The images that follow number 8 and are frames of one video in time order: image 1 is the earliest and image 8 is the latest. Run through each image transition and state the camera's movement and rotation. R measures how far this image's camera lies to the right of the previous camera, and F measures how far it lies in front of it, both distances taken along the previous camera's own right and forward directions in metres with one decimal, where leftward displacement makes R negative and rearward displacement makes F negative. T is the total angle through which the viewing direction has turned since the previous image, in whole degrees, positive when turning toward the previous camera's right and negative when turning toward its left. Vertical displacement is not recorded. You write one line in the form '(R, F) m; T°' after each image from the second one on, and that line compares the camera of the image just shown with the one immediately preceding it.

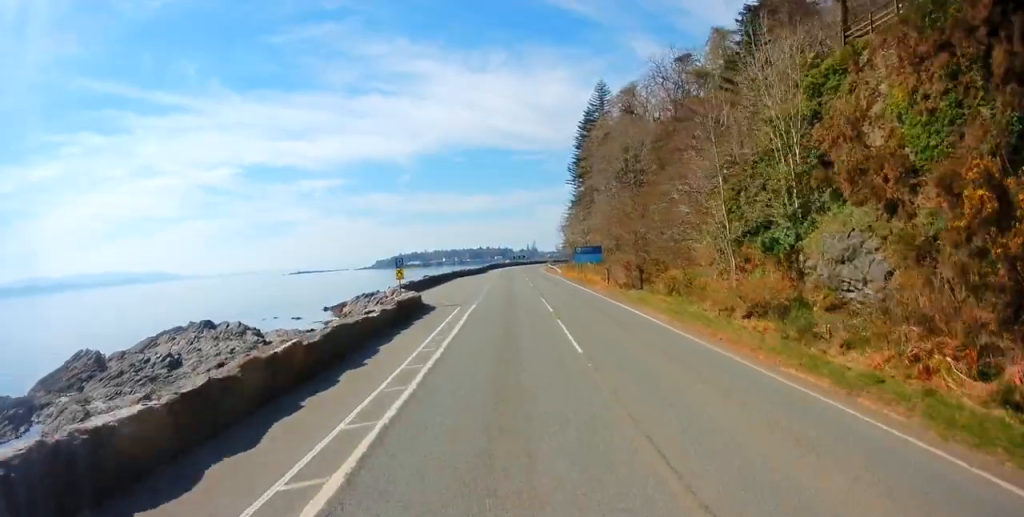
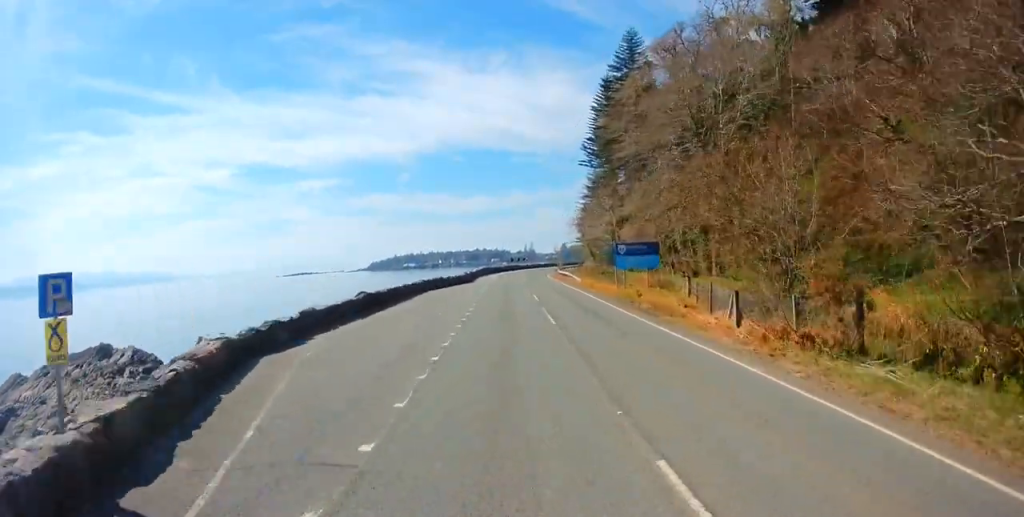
(+2.8, +19.5) m; +5°
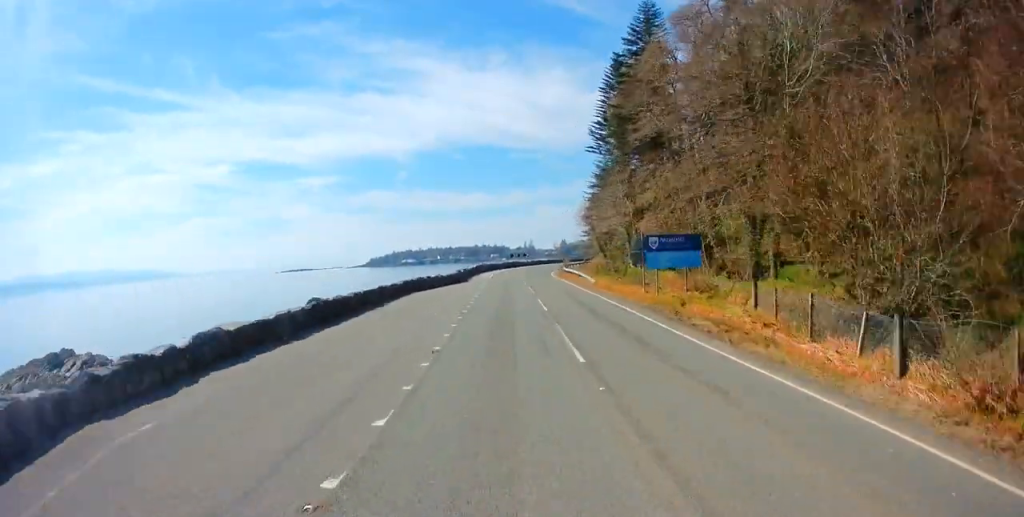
(-0.6, +7.0) m; -2°
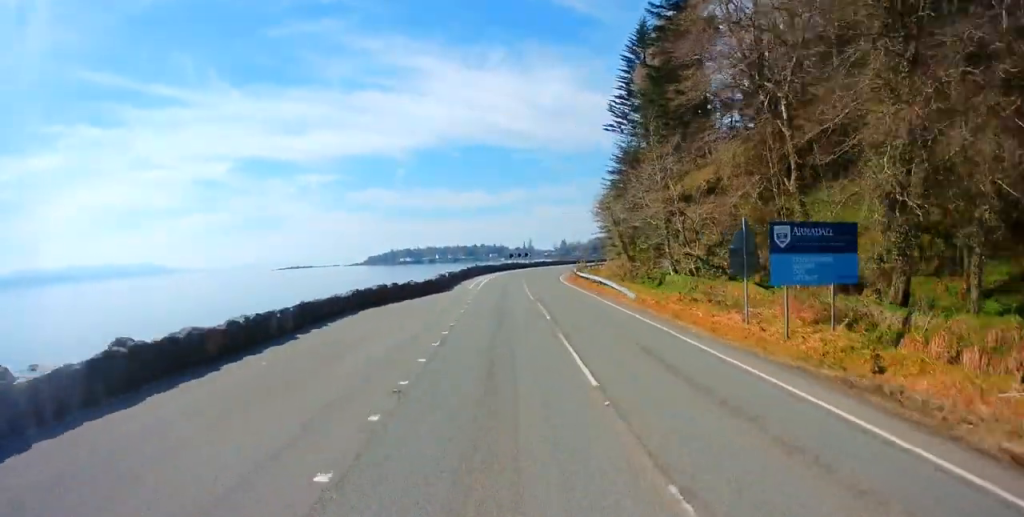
(-0.5, +12.0) m; -3°
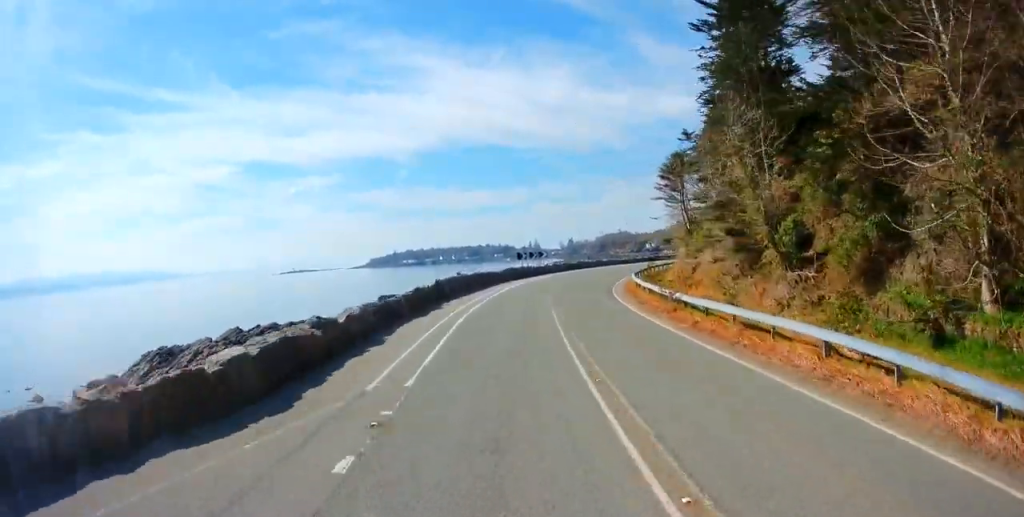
(-0.2, +26.0) m; 0°
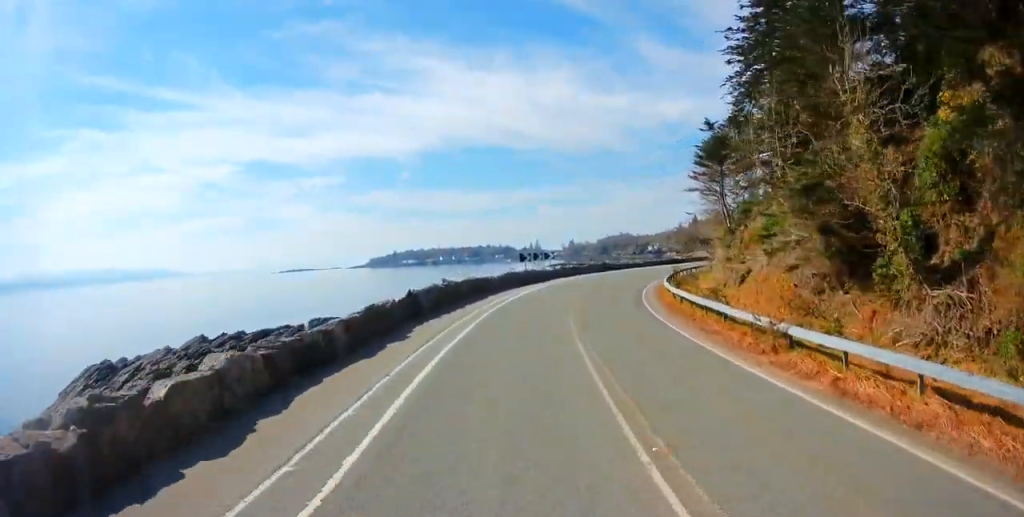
(-0.1, +8.0) m; 0°
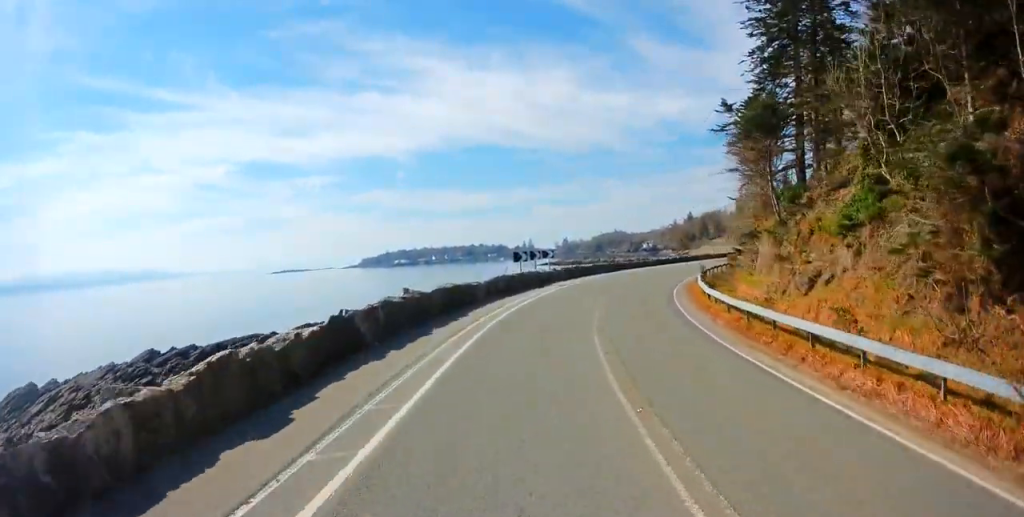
(+0.1, +7.9) m; -3°
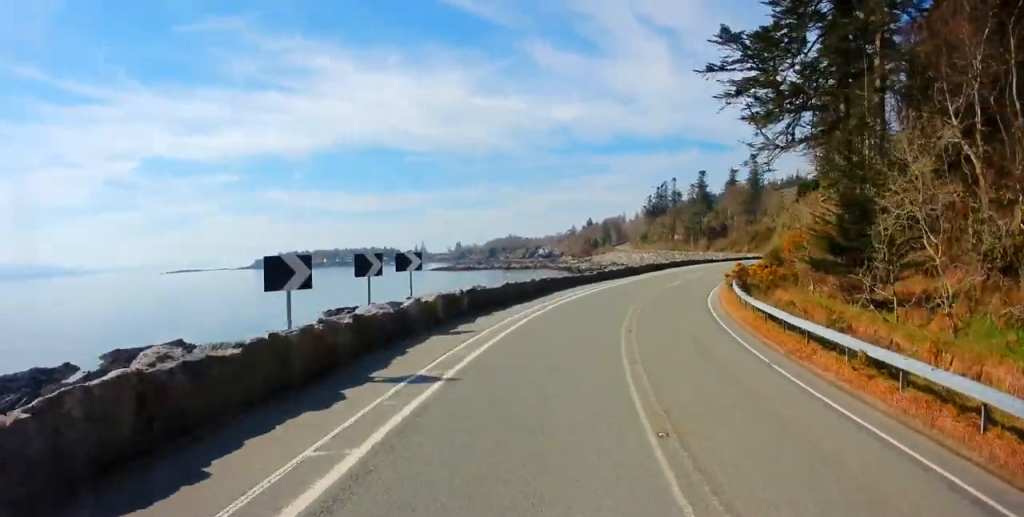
(-1.9, +23.1) m; +1°
